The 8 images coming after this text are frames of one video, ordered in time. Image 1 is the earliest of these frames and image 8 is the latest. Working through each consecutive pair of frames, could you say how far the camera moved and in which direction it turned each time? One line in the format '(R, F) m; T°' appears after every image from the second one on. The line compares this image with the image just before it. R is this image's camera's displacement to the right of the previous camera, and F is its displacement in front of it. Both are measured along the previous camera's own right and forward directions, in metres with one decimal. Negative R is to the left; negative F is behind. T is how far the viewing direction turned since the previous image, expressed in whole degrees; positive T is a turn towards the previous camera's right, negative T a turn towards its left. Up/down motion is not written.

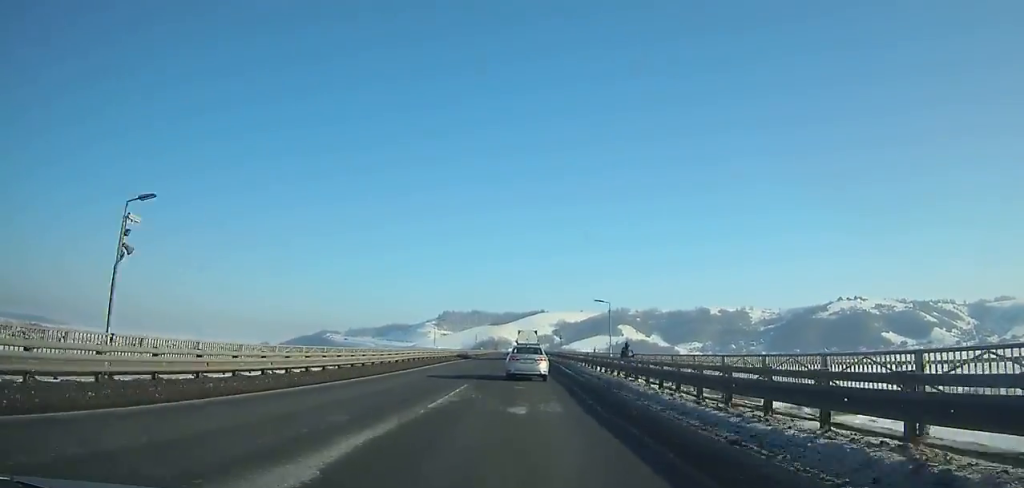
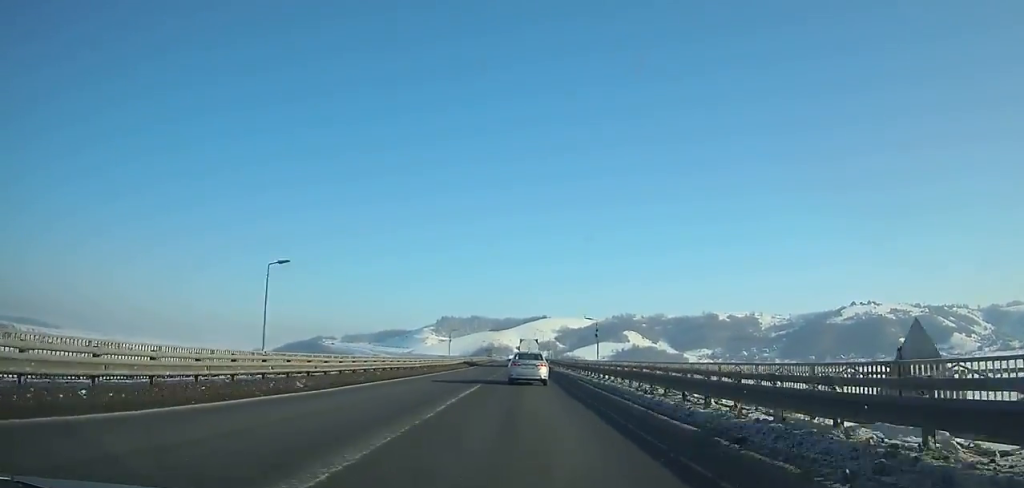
(0.0, +43.9) m; 0°
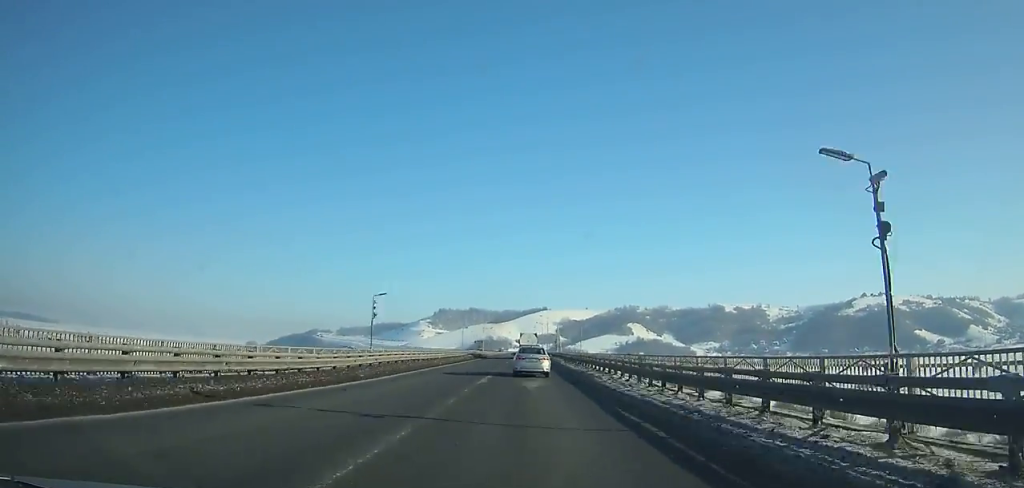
(0.0, +39.0) m; 0°
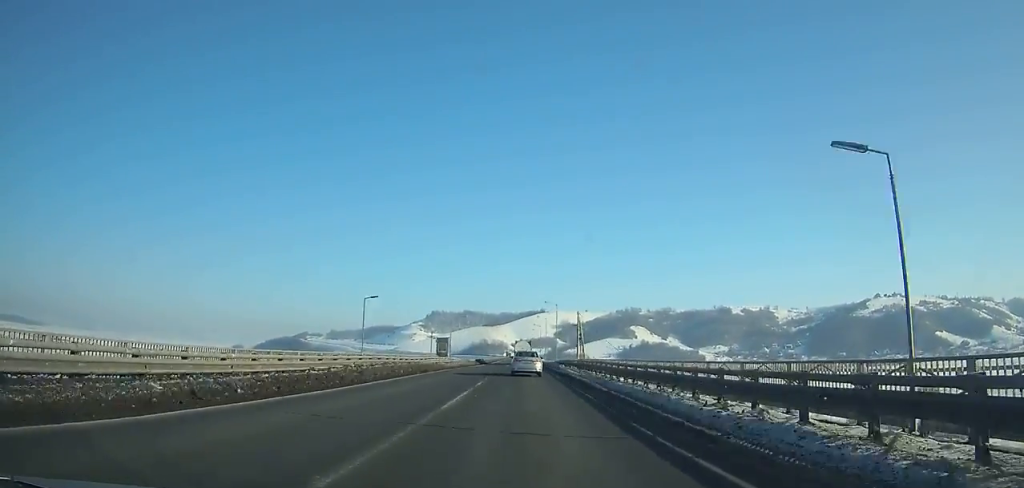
(+0.1, +56.2) m; 0°
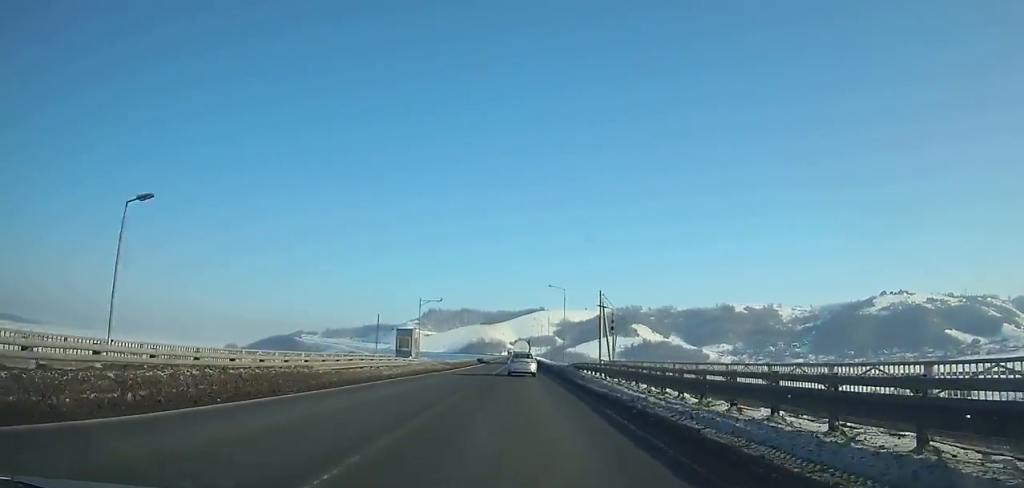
(0.0, +24.2) m; 0°
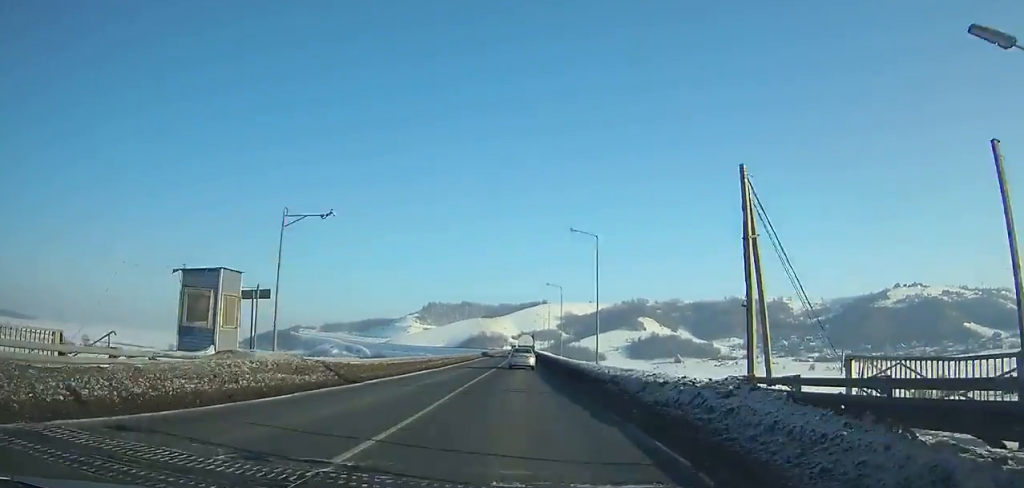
(0.0, +34.3) m; 0°
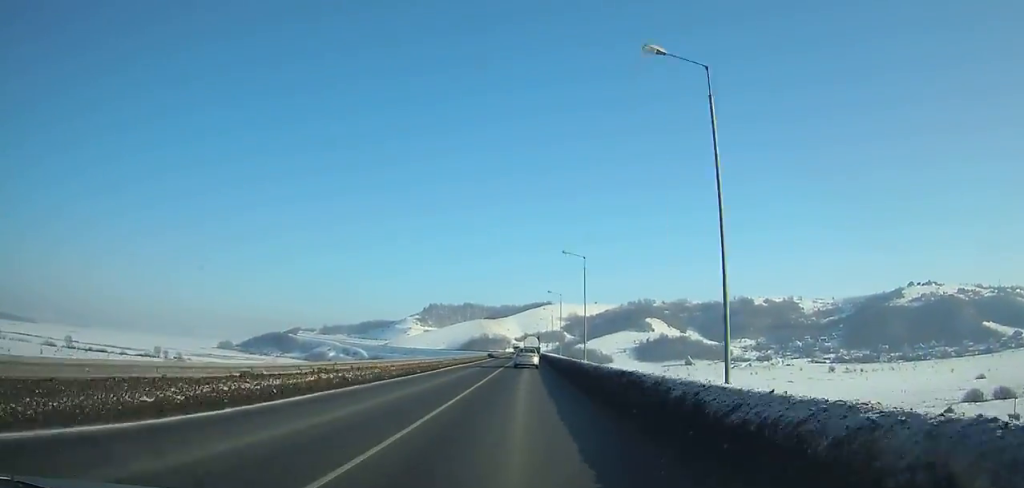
(0.0, +29.4) m; 0°
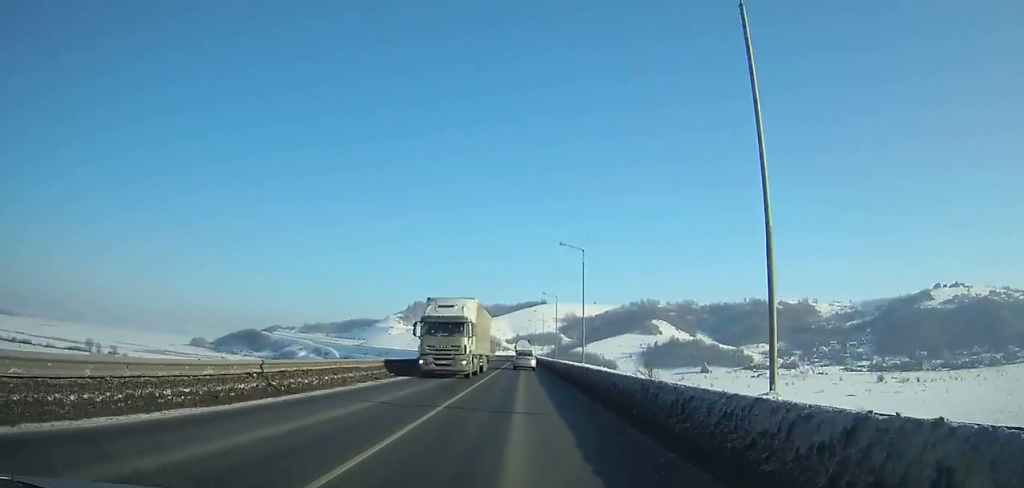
(-0.1, +85.3) m; 0°
